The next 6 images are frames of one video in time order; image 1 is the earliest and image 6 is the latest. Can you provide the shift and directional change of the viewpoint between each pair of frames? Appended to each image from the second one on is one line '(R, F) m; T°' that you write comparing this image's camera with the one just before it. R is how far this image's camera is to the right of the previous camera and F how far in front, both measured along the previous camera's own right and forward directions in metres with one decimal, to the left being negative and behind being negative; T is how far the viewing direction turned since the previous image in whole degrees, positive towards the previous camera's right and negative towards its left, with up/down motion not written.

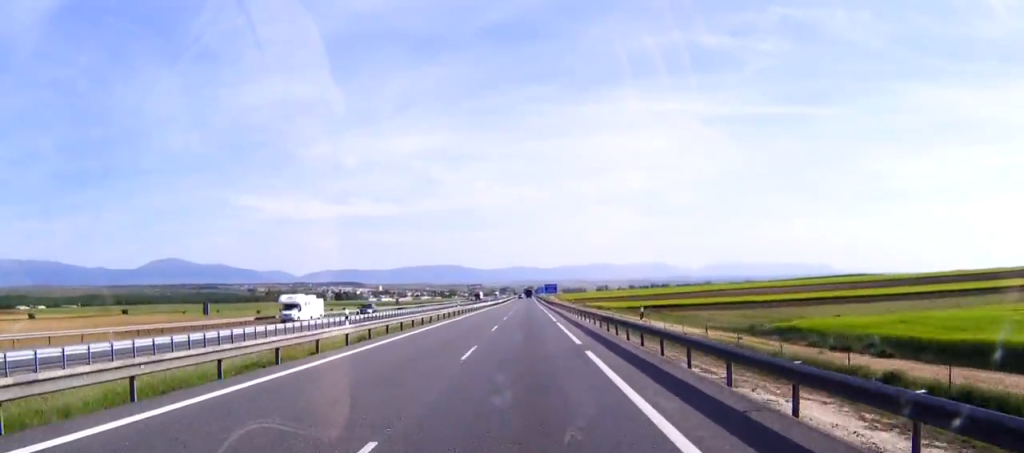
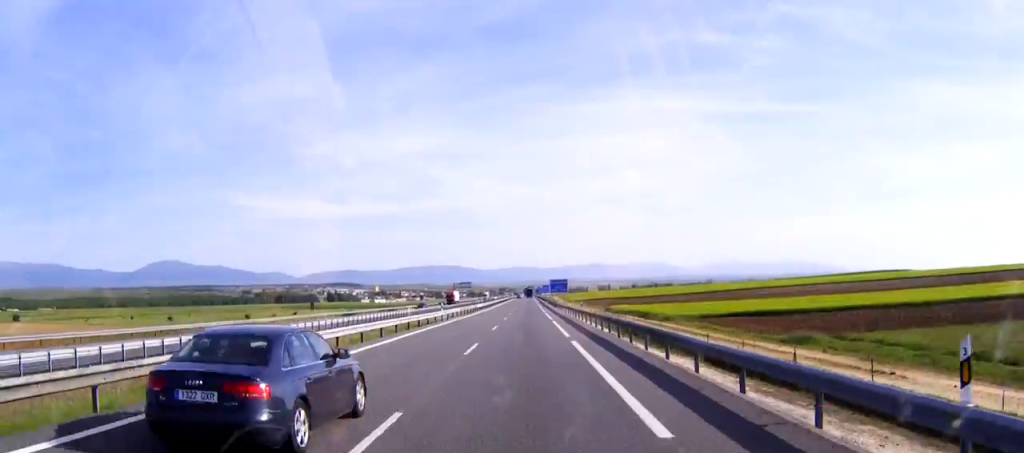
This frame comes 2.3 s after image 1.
(0.0, +65.2) m; 0°
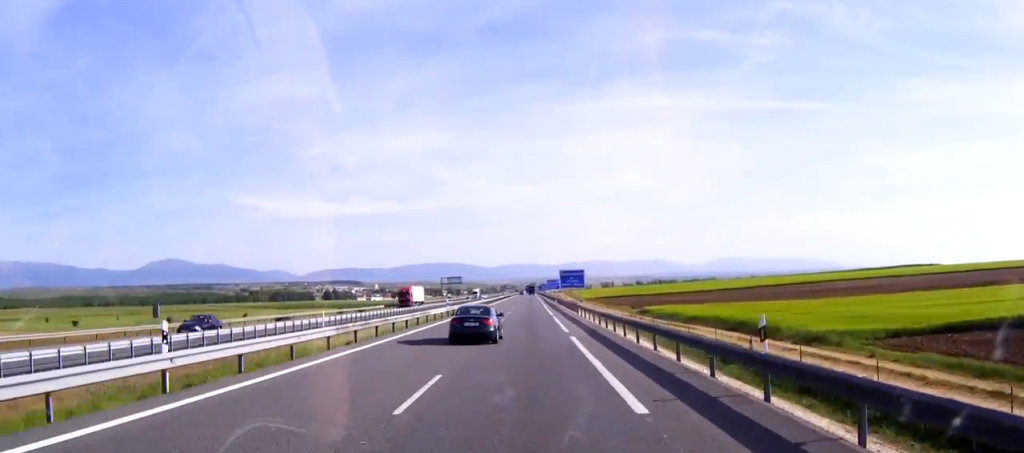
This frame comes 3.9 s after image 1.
(-0.1, +45.4) m; 0°
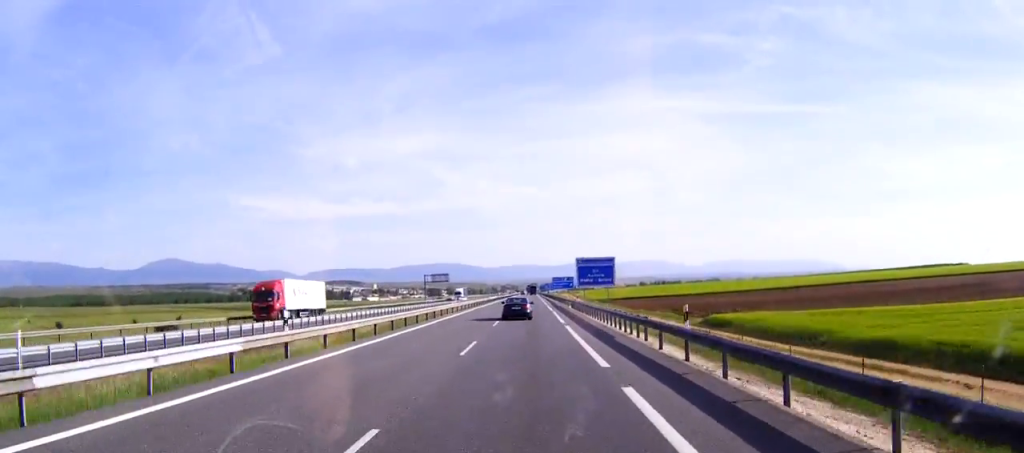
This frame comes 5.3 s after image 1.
(0.0, +41.0) m; 0°
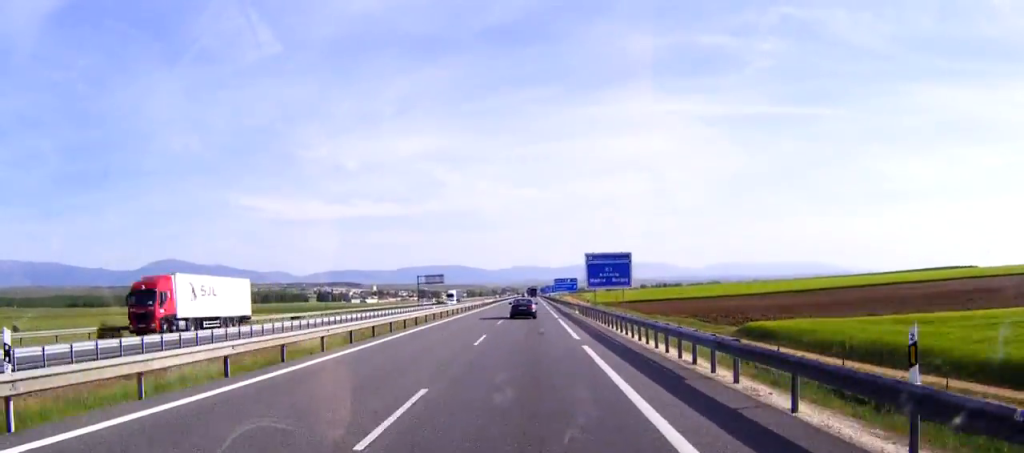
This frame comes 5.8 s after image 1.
(0.0, +12.4) m; 0°
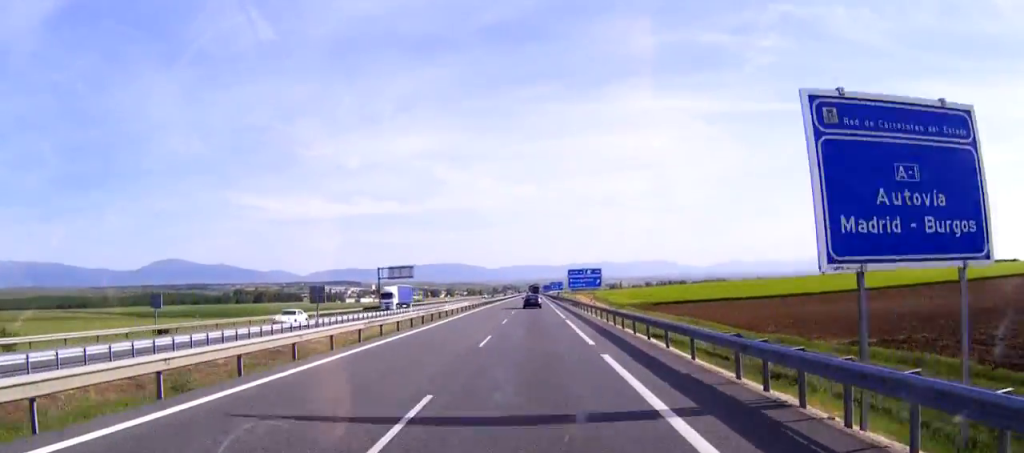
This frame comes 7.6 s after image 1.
(-0.2, +51.8) m; 0°
